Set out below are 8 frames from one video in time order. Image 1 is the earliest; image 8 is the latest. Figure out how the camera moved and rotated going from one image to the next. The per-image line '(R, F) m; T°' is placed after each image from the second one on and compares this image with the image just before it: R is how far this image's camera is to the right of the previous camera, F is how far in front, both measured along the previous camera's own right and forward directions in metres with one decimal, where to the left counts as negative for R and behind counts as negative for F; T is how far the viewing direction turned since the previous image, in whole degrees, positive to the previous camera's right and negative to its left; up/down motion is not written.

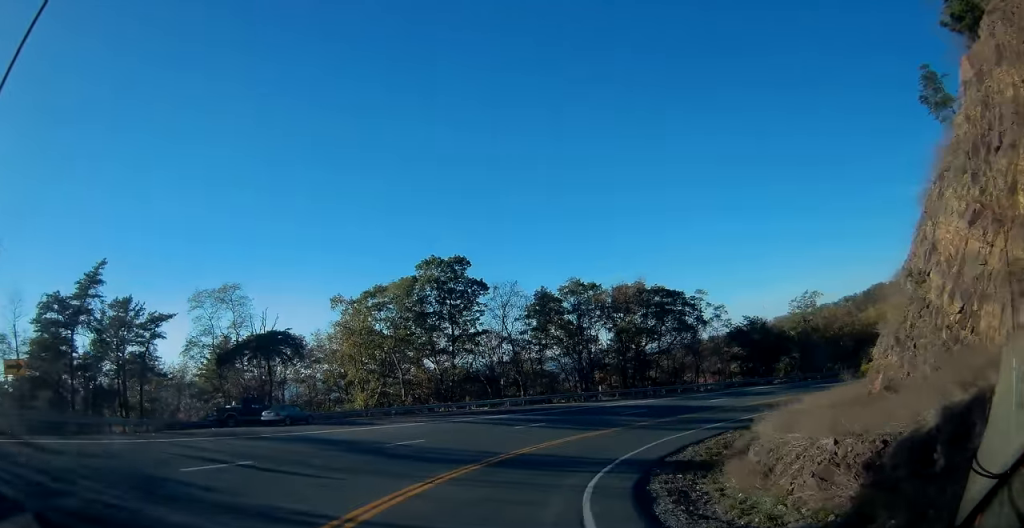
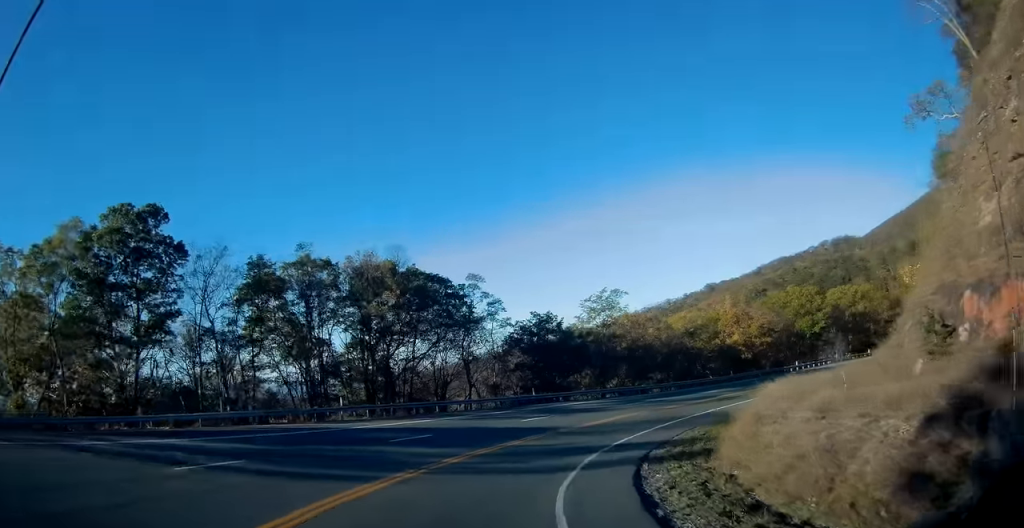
(+4.1, +20.7) m; +25°
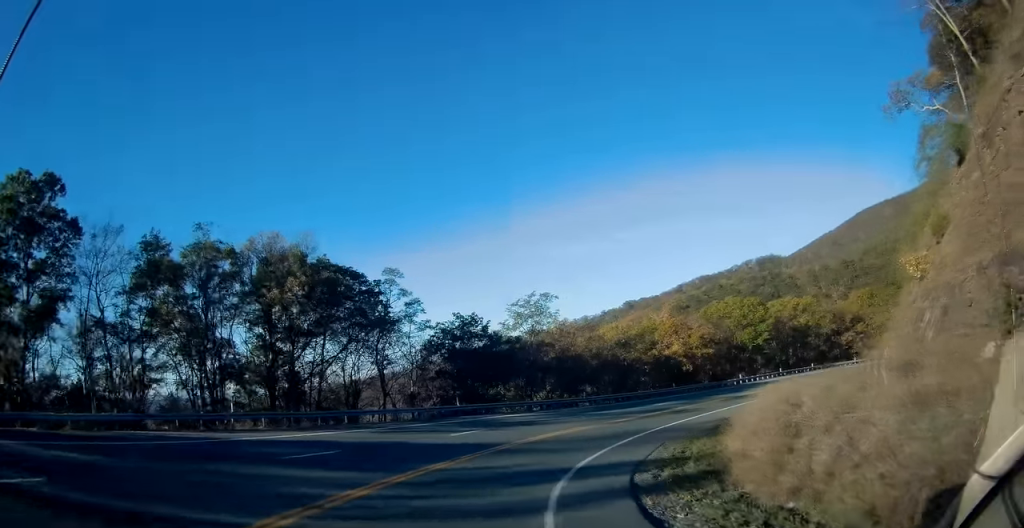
(+0.8, +6.3) m; +9°
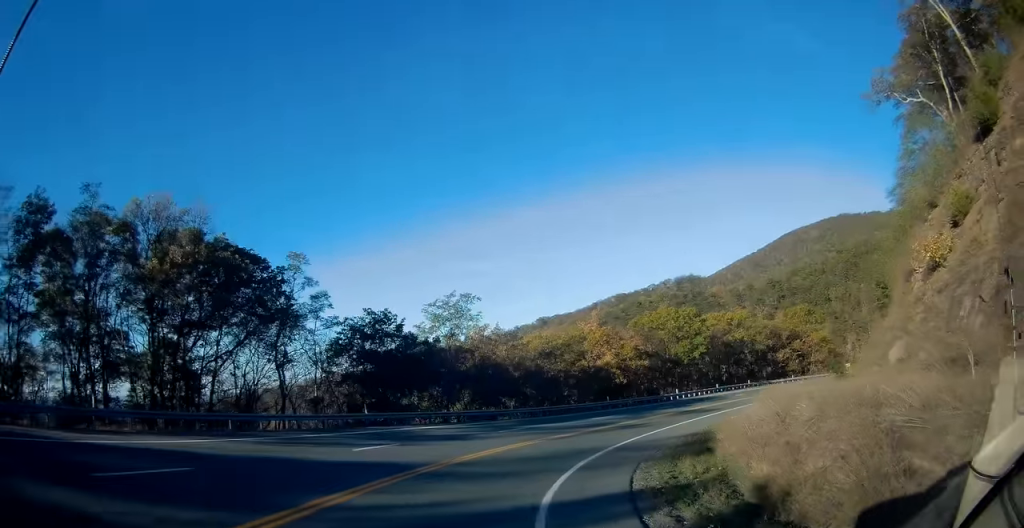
(+0.4, +6.4) m; +8°
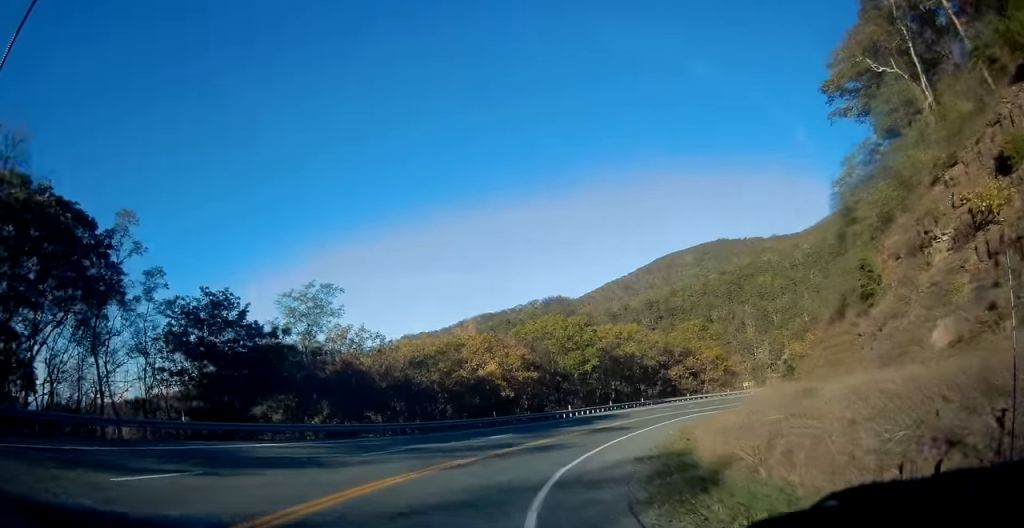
(+0.8, +9.7) m; +11°
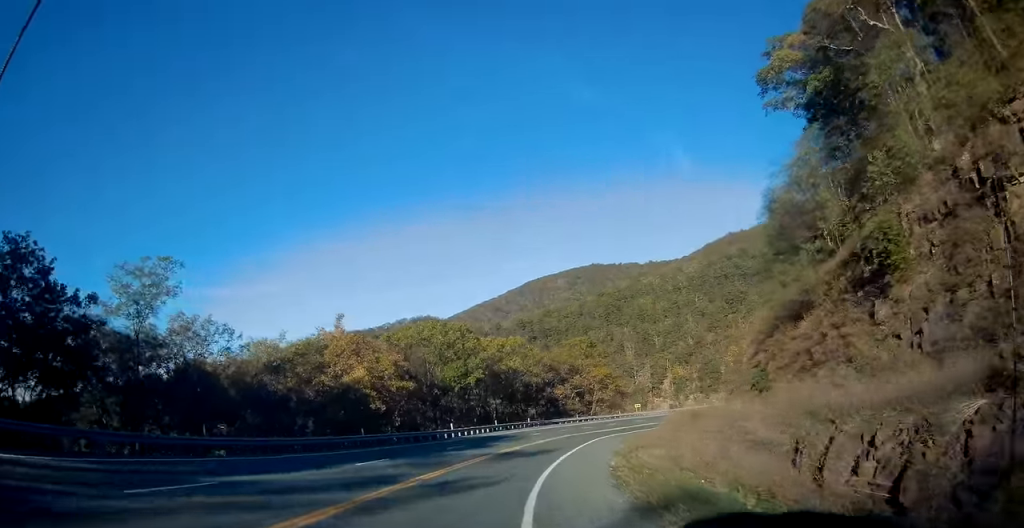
(+1.1, +10.5) m; +13°
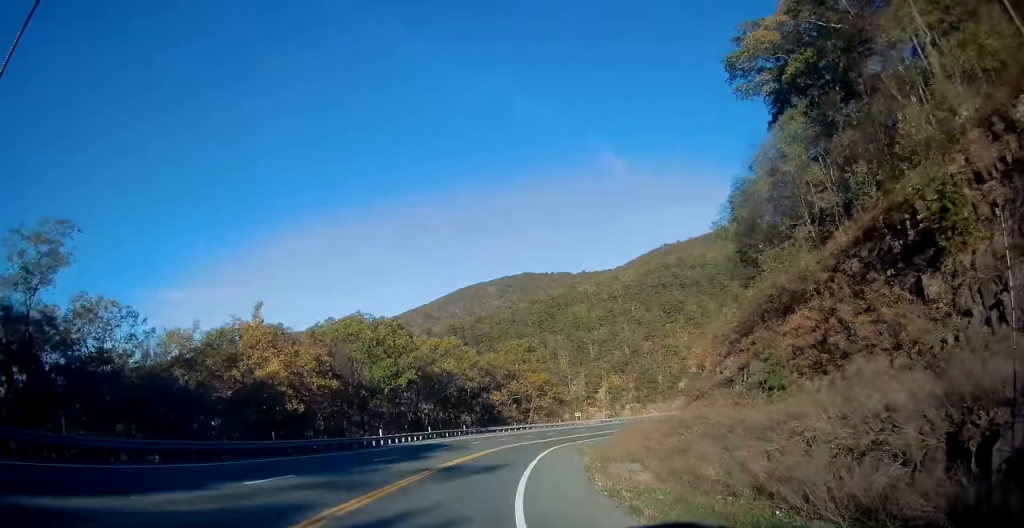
(+0.8, +6.6) m; +8°
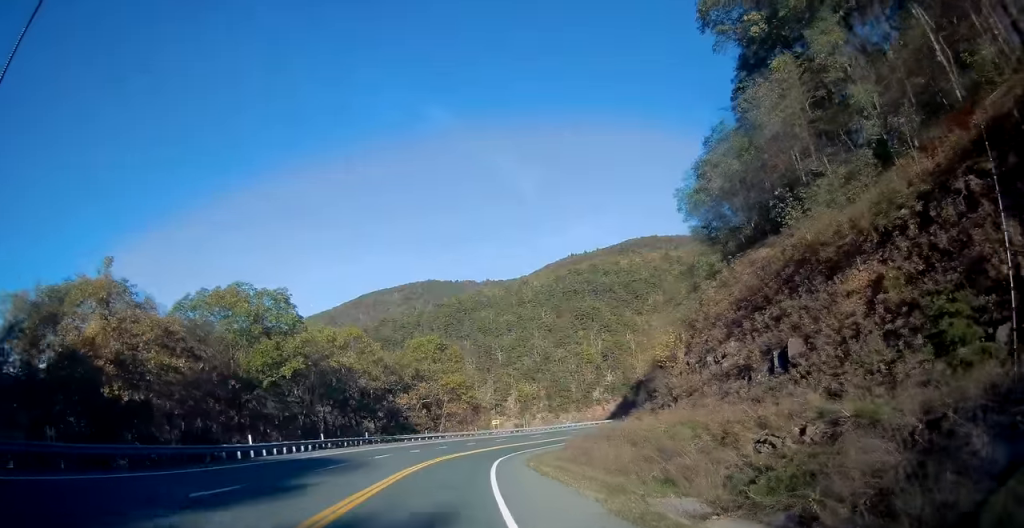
(+1.8, +13.5) m; +12°
